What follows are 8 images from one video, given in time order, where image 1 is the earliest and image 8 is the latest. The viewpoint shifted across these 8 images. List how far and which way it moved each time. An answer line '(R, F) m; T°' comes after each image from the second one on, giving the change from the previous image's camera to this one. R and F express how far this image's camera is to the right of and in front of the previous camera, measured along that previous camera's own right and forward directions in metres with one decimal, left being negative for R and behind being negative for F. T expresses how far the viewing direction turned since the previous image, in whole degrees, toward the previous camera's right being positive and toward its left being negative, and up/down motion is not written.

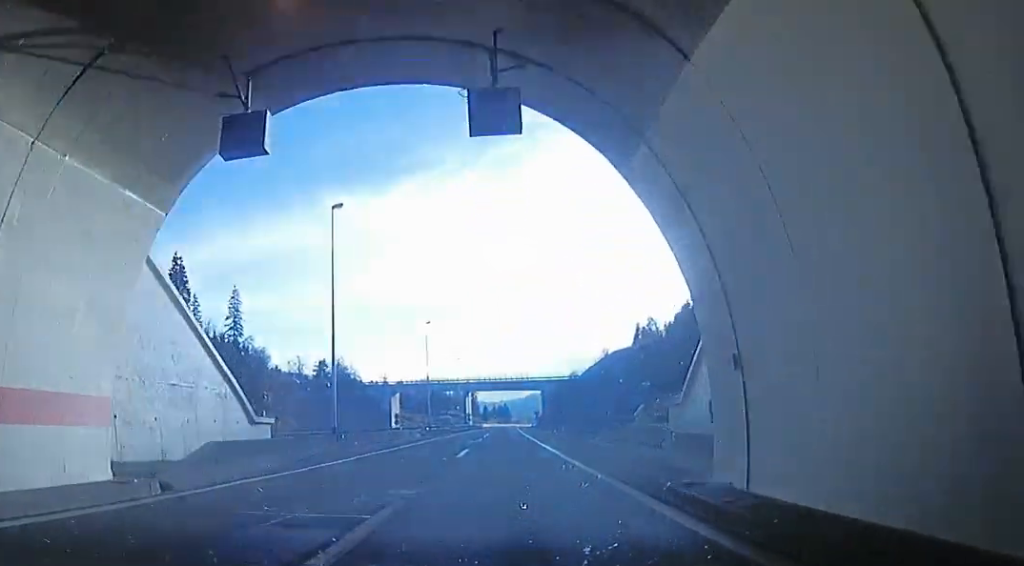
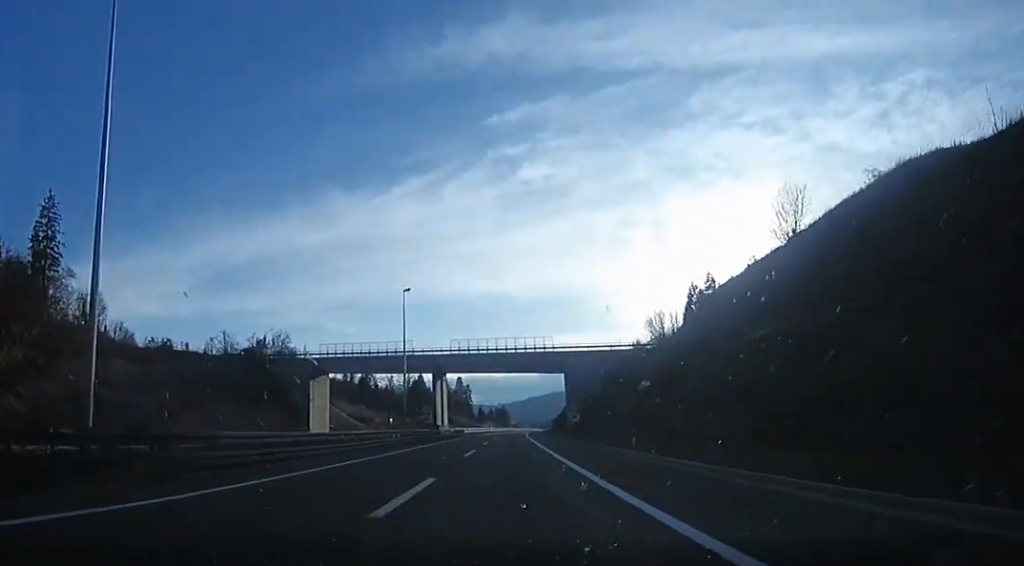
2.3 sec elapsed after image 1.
(+4.2, +73.7) m; +9°
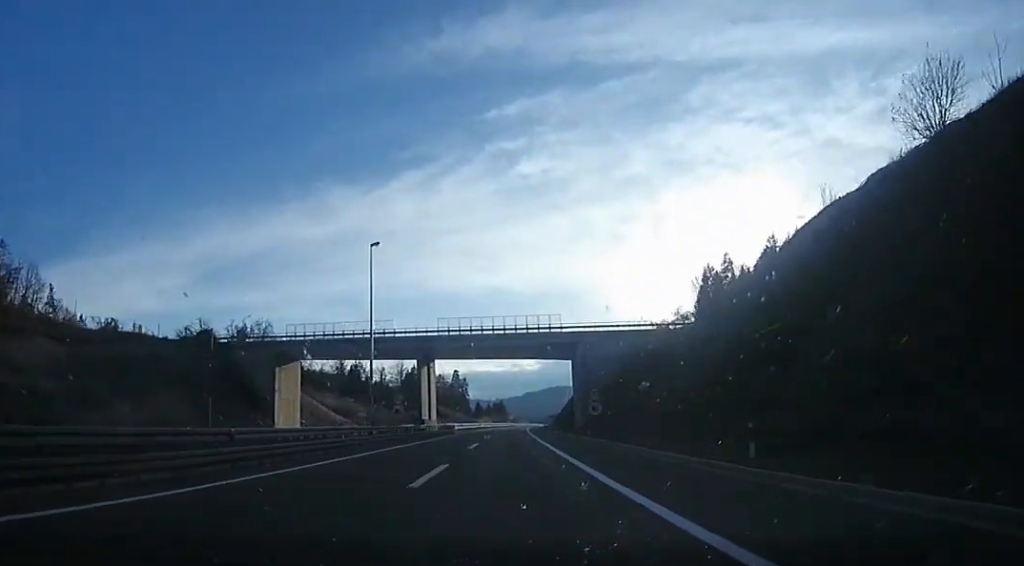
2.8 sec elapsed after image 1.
(+0.4, +13.2) m; +1°
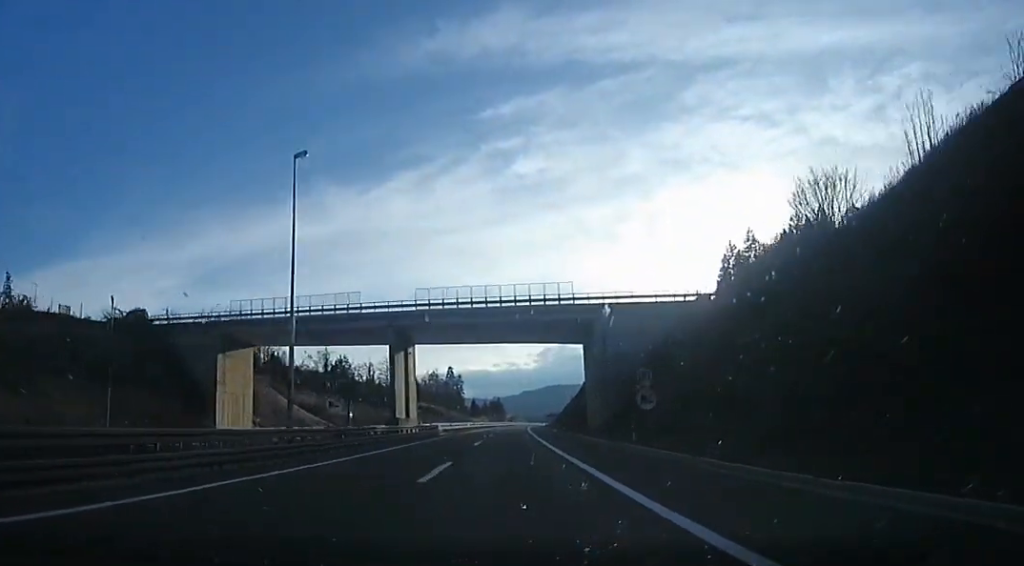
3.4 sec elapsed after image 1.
(-0.5, +15.6) m; -1°
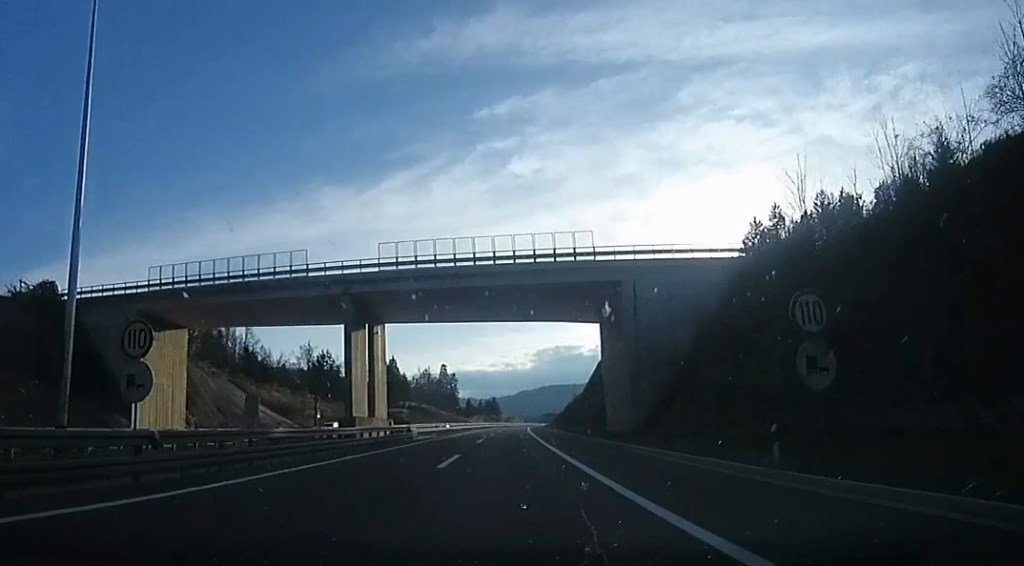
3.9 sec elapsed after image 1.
(-0.2, +14.7) m; -1°
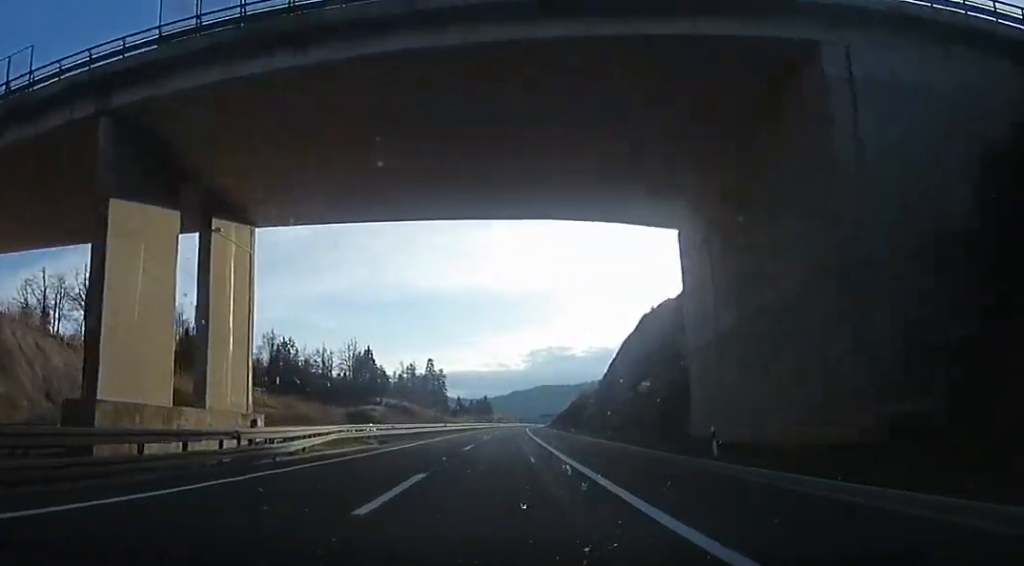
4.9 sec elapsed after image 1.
(0.0, +26.8) m; 0°
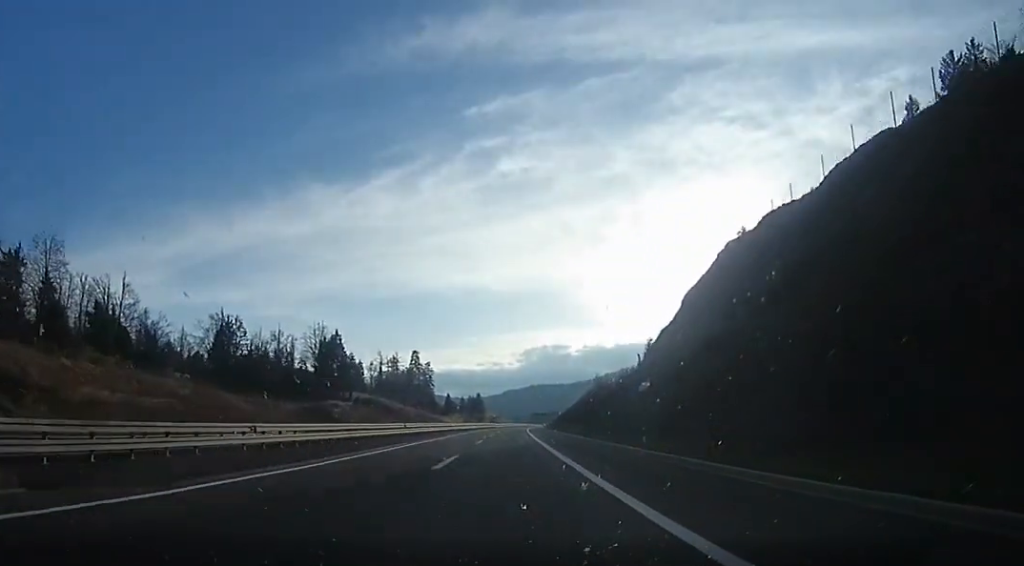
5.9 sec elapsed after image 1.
(+0.1, +29.7) m; 0°
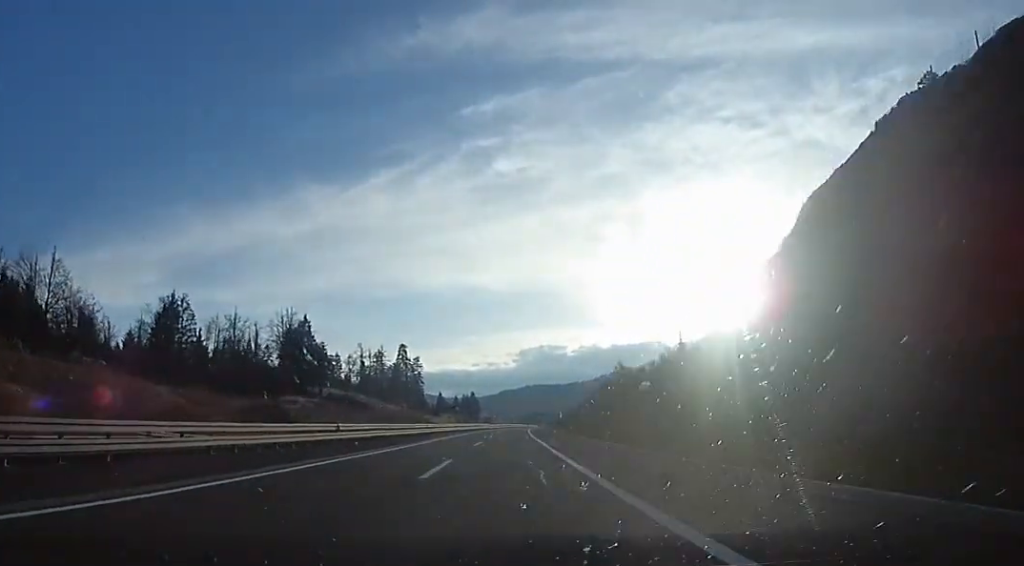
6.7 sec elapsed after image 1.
(0.0, +21.8) m; 0°
